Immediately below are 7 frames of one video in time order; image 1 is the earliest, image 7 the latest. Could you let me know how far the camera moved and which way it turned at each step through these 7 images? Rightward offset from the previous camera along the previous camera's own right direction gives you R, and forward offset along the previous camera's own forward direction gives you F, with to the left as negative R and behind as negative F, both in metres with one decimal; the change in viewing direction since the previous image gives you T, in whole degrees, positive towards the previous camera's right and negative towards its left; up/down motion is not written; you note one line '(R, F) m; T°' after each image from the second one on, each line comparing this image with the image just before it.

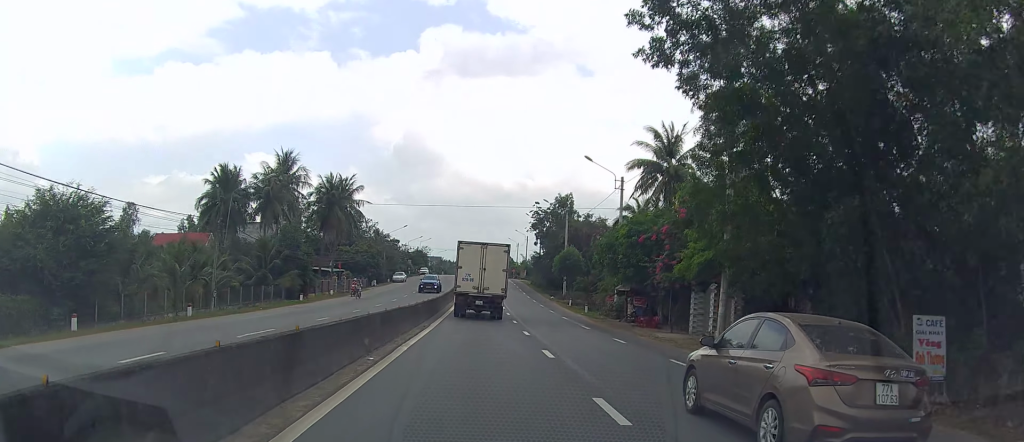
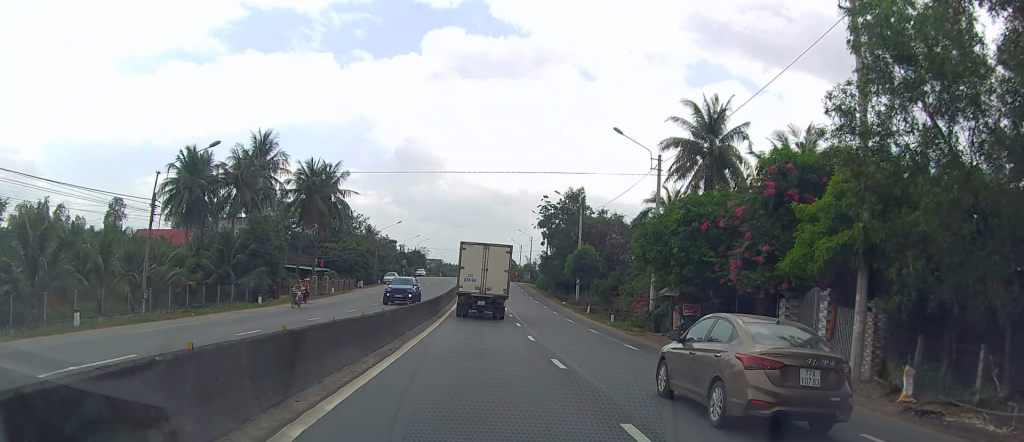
(0.0, +9.2) m; +1°
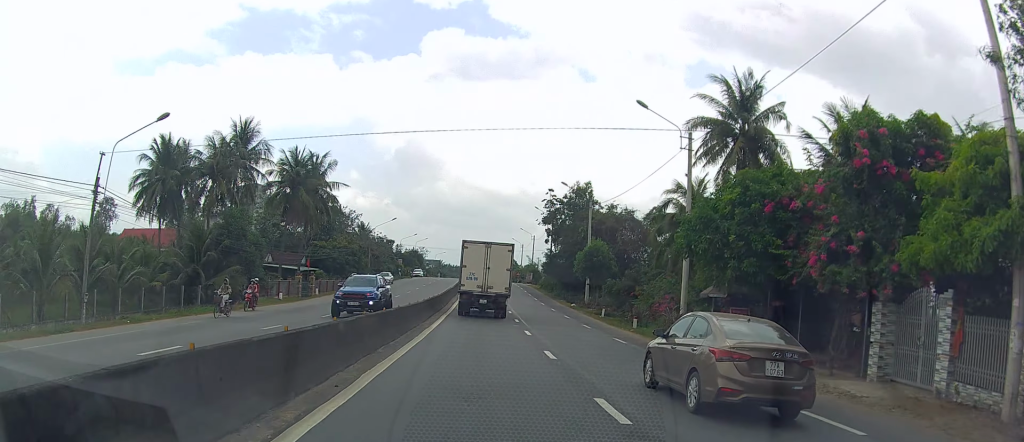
(0.0, +5.2) m; +1°
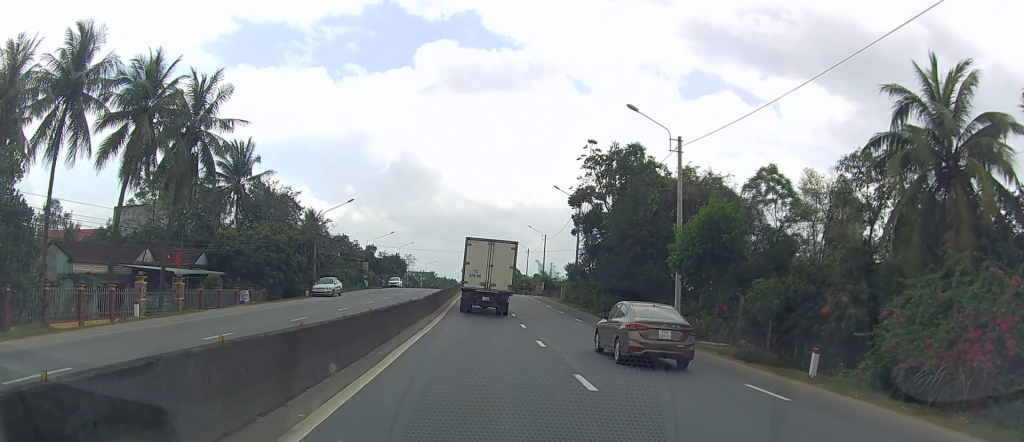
(-1.0, +27.5) m; -1°
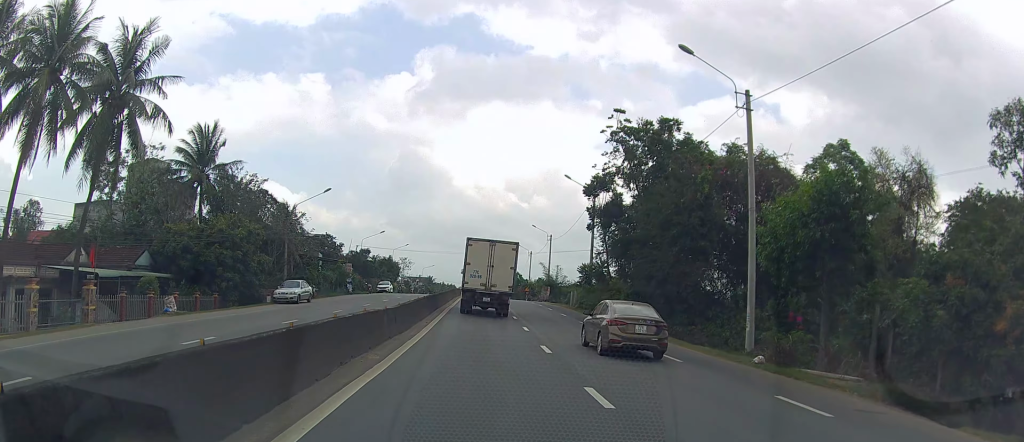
(+0.7, +9.4) m; +2°
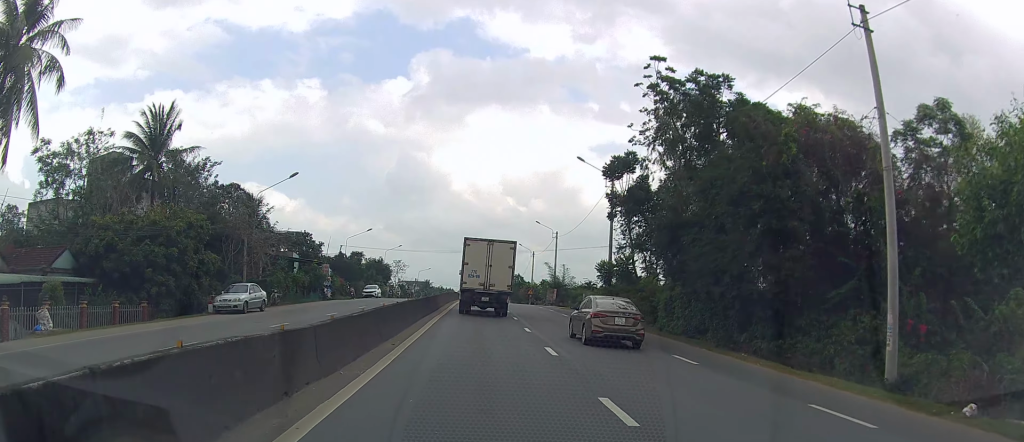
(-0.3, +9.5) m; -1°
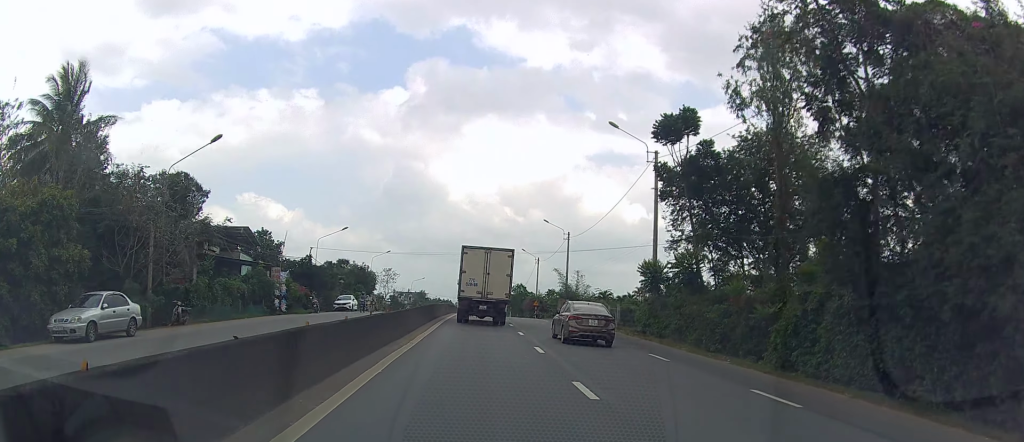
(-0.2, +14.0) m; -1°
